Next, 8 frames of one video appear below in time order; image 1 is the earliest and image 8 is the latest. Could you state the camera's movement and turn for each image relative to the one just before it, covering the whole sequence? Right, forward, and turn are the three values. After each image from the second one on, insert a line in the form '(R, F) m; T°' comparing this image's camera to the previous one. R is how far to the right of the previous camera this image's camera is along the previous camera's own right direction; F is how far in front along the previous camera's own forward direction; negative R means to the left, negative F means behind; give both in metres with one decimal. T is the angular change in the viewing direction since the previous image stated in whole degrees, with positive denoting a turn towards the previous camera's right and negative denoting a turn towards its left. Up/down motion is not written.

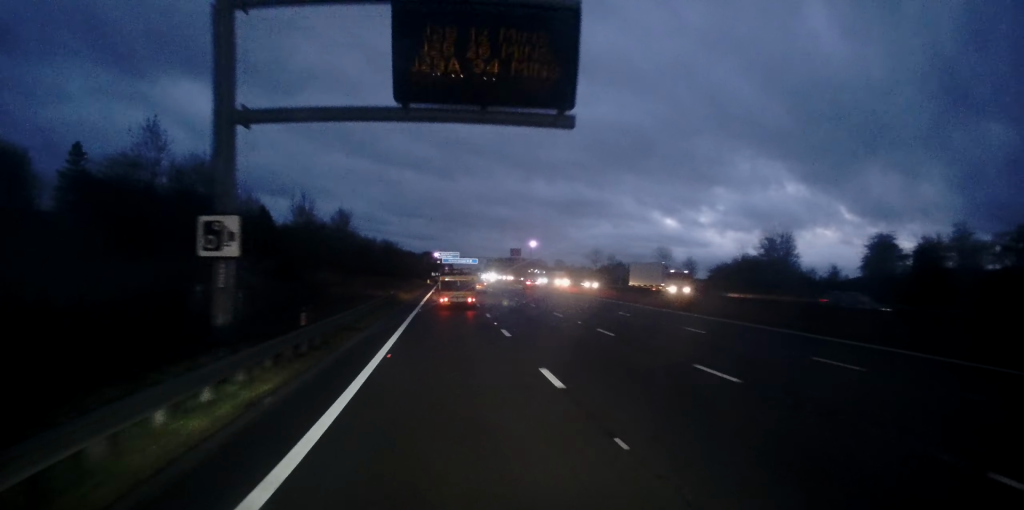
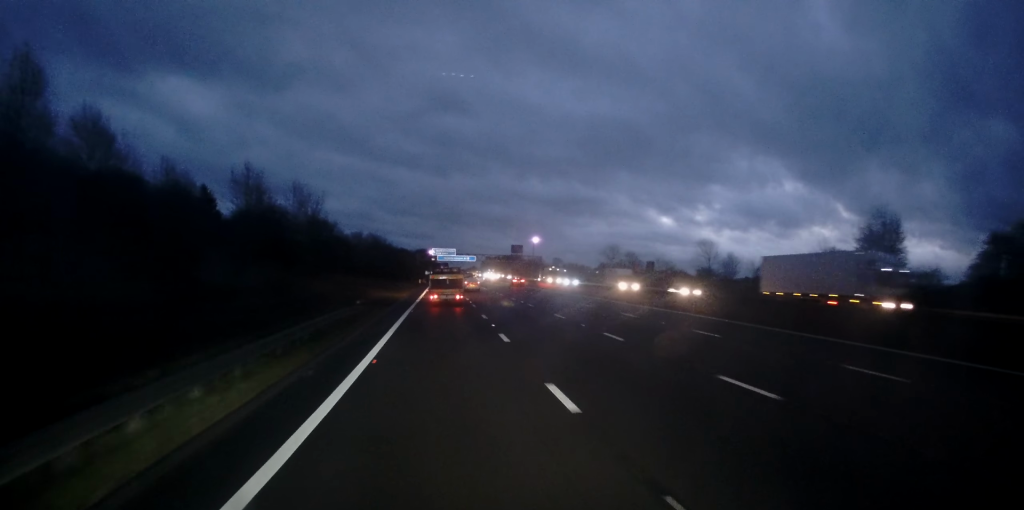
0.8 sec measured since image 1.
(-0.1, +19.6) m; 0°
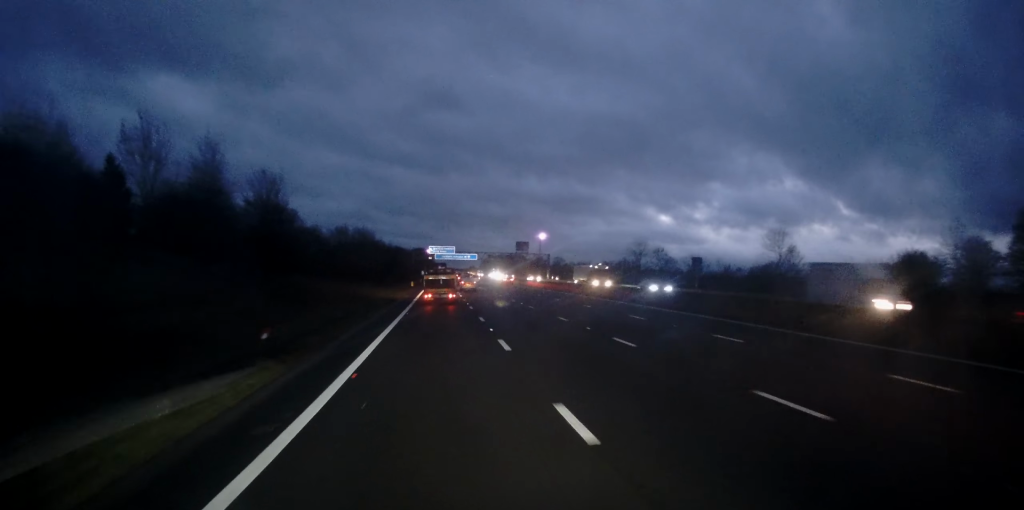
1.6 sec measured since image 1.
(0.0, +19.5) m; +1°
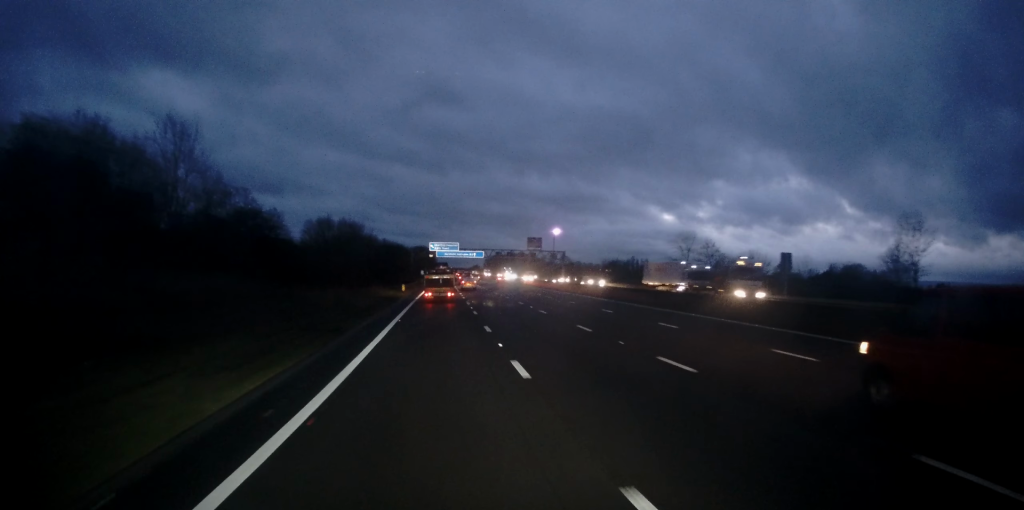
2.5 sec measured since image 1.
(+0.3, +22.0) m; 0°
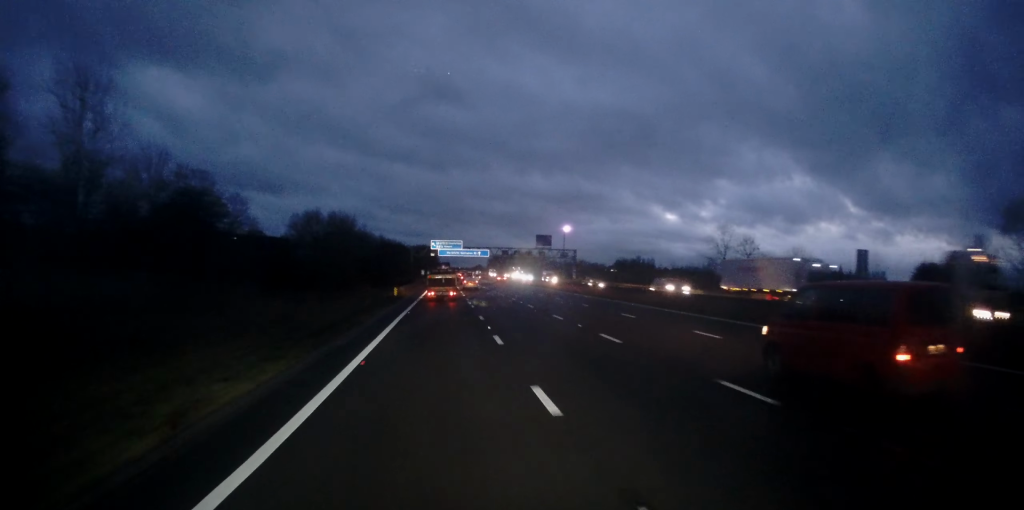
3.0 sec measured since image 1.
(-0.1, +12.3) m; 0°
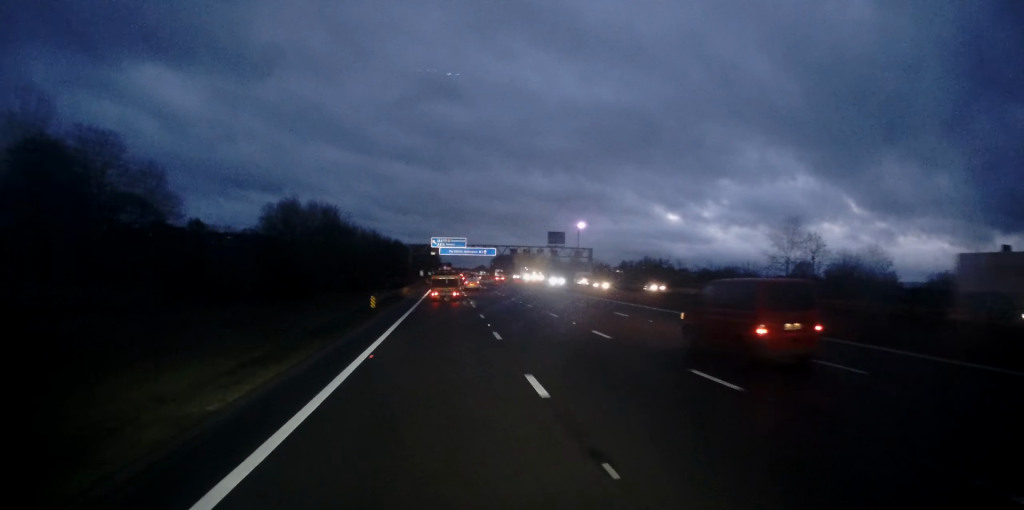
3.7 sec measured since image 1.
(-0.2, +16.4) m; -1°
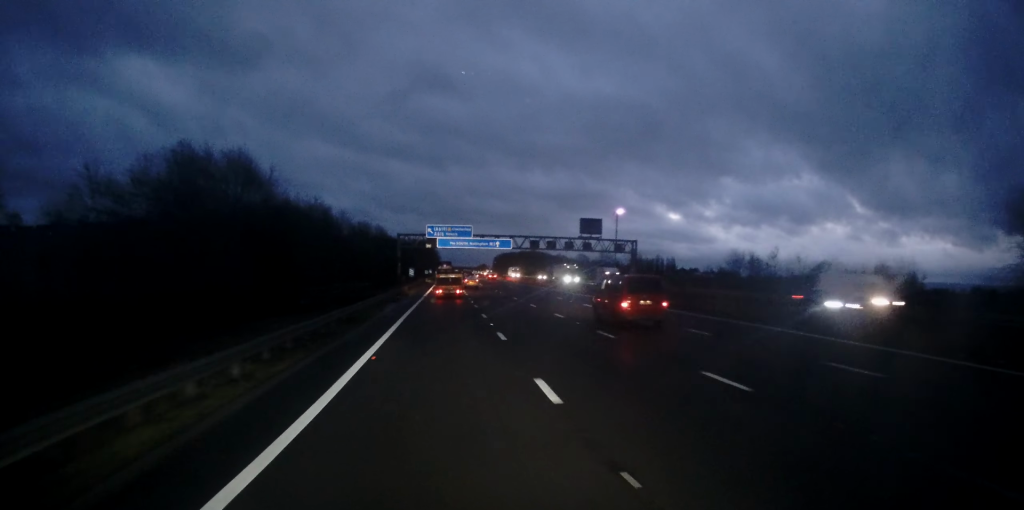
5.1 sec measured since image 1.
(+0.1, +36.2) m; 0°
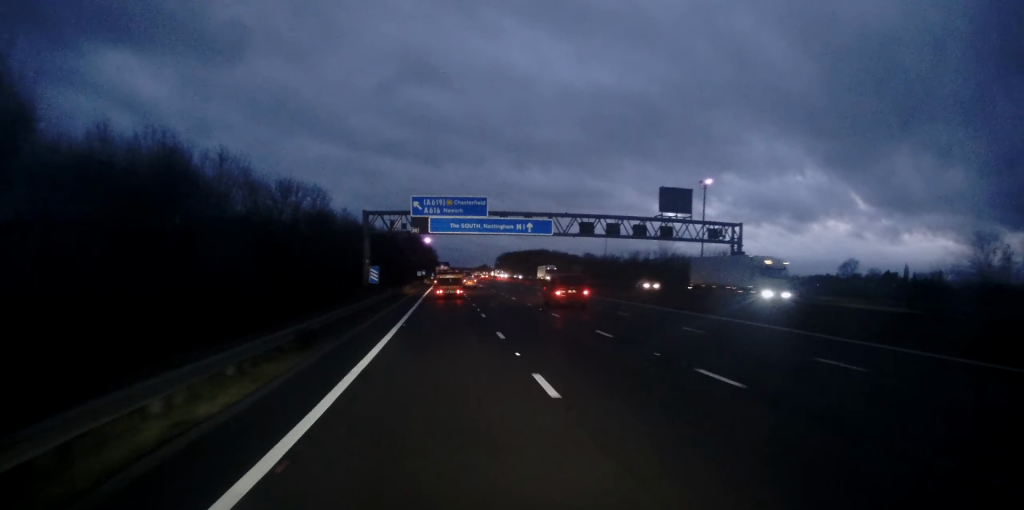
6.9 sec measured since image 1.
(-0.1, +44.6) m; 0°
